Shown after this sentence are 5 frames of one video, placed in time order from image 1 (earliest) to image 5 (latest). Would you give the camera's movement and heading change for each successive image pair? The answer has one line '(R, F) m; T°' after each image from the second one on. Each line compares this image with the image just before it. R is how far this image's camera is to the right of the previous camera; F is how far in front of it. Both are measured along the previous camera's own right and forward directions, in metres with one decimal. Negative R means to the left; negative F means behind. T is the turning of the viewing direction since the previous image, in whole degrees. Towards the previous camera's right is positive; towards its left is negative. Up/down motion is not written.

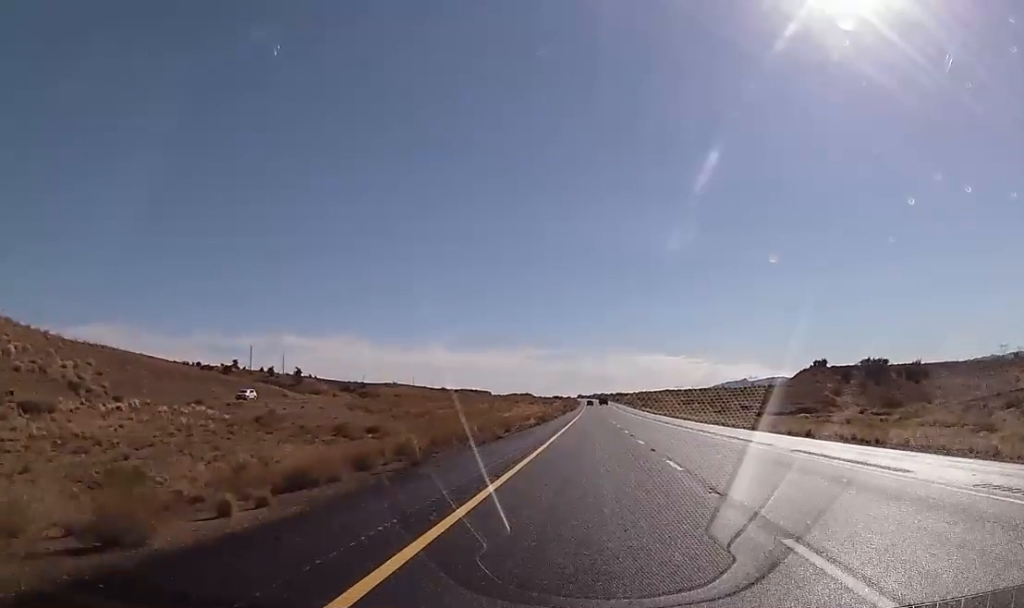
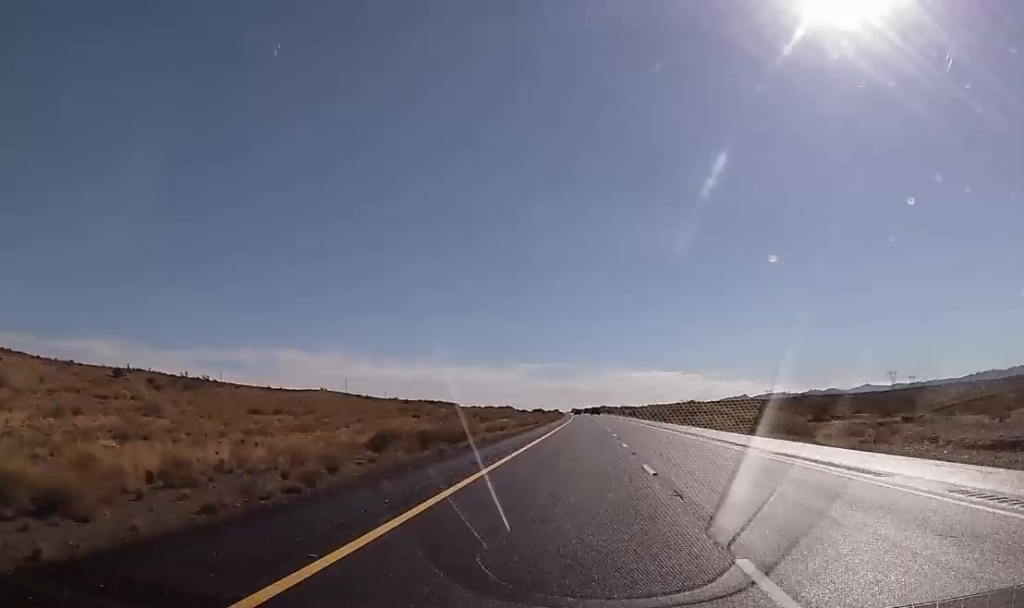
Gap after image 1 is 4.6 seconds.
(+0.4, +171.2) m; 0°
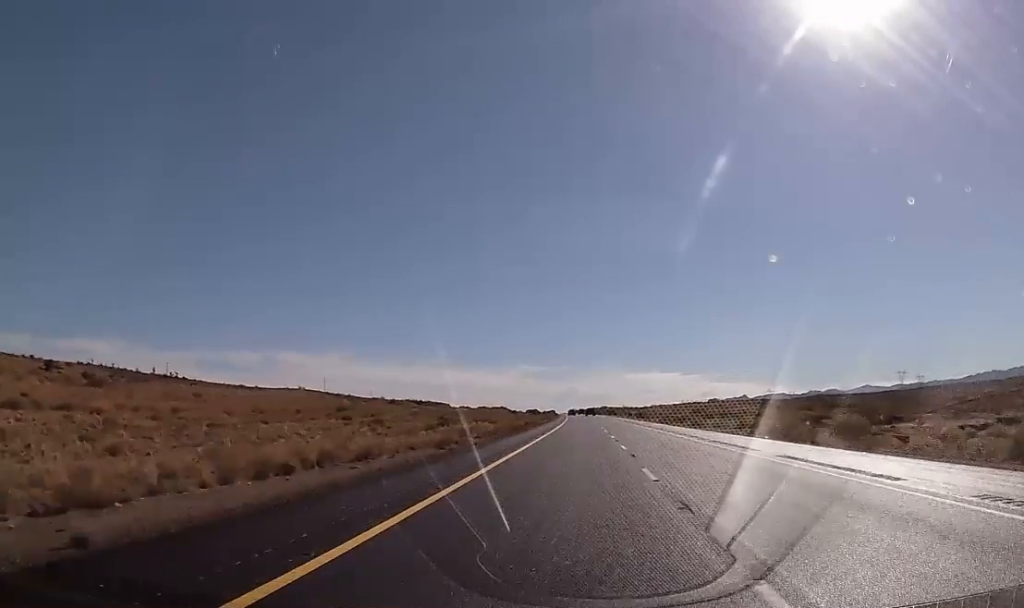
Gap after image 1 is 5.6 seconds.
(-0.5, +37.5) m; -1°
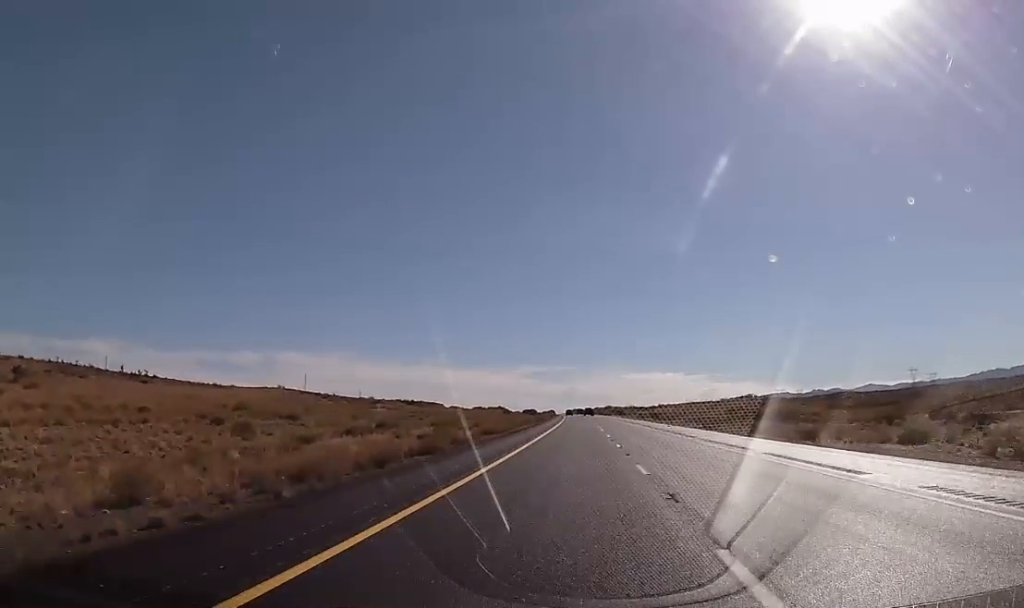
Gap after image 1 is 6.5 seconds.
(-0.1, +35.0) m; 0°
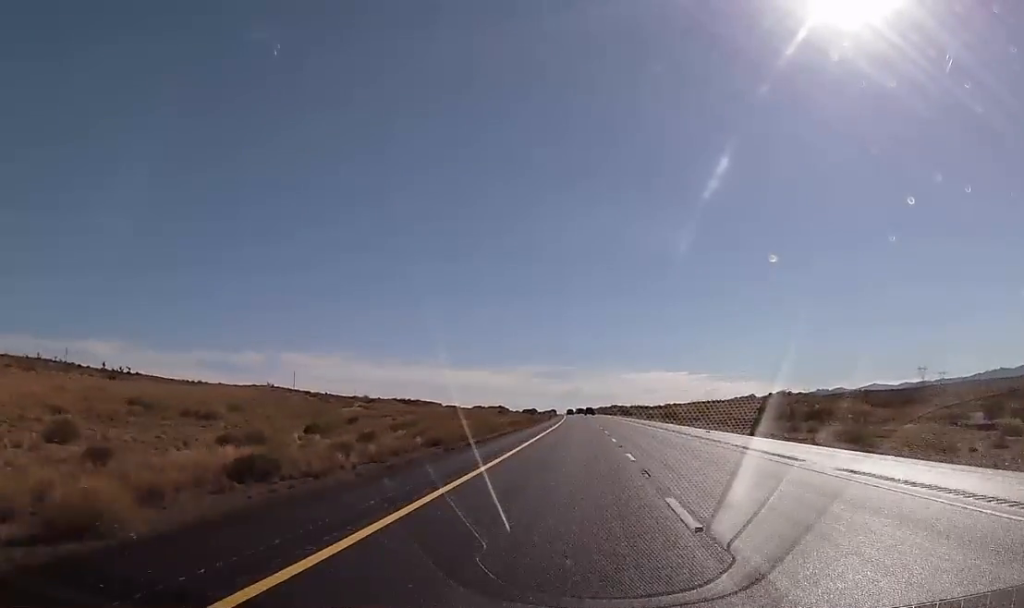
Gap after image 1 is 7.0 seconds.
(0.0, +20.0) m; 0°
